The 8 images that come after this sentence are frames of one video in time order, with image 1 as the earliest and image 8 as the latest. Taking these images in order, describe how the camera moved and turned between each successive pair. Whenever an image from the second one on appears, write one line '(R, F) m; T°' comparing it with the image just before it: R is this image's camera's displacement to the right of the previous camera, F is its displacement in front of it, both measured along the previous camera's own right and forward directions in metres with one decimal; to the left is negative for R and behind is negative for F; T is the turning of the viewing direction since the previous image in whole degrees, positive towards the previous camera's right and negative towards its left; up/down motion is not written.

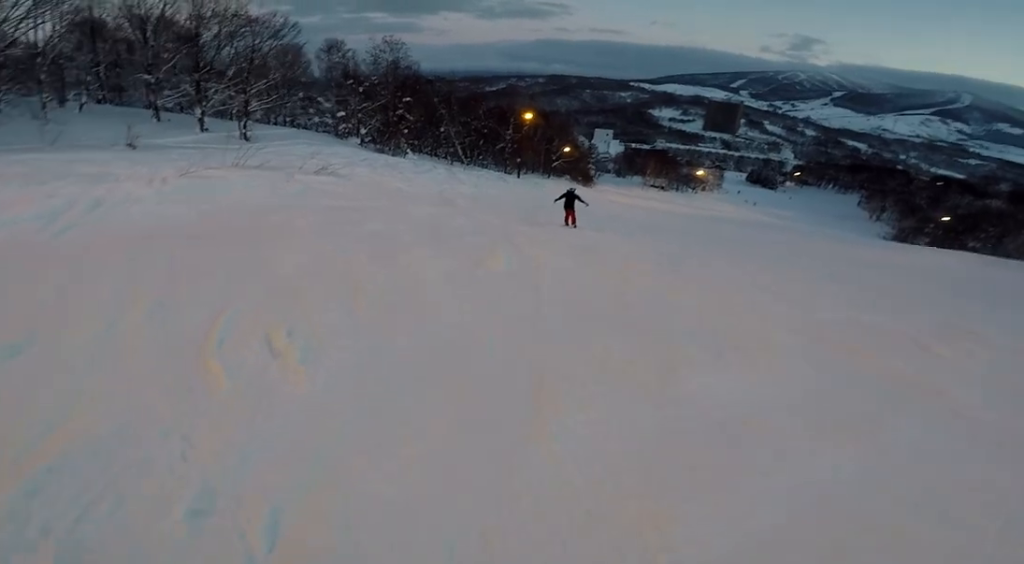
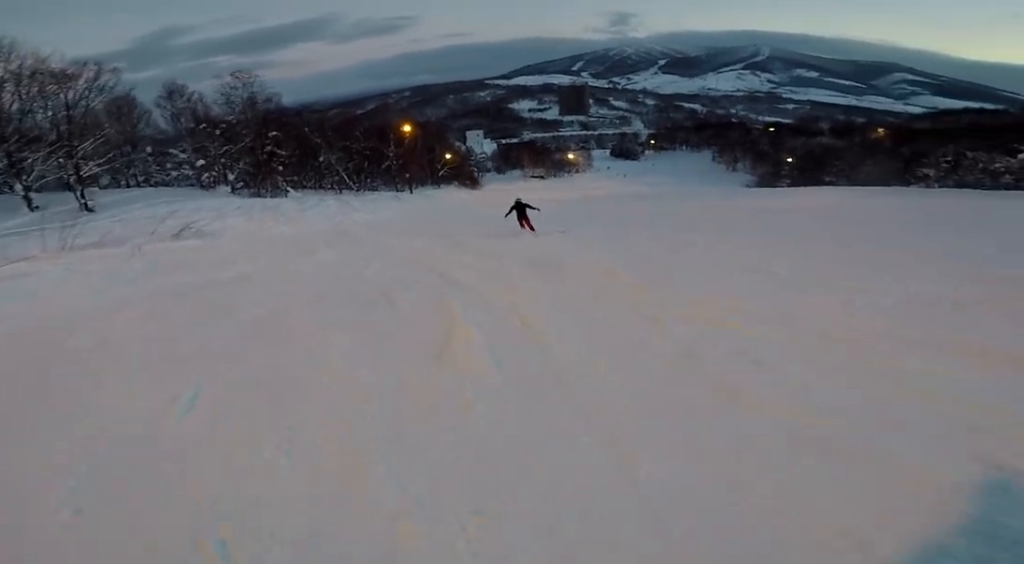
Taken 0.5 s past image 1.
(-0.1, +3.3) m; +5°
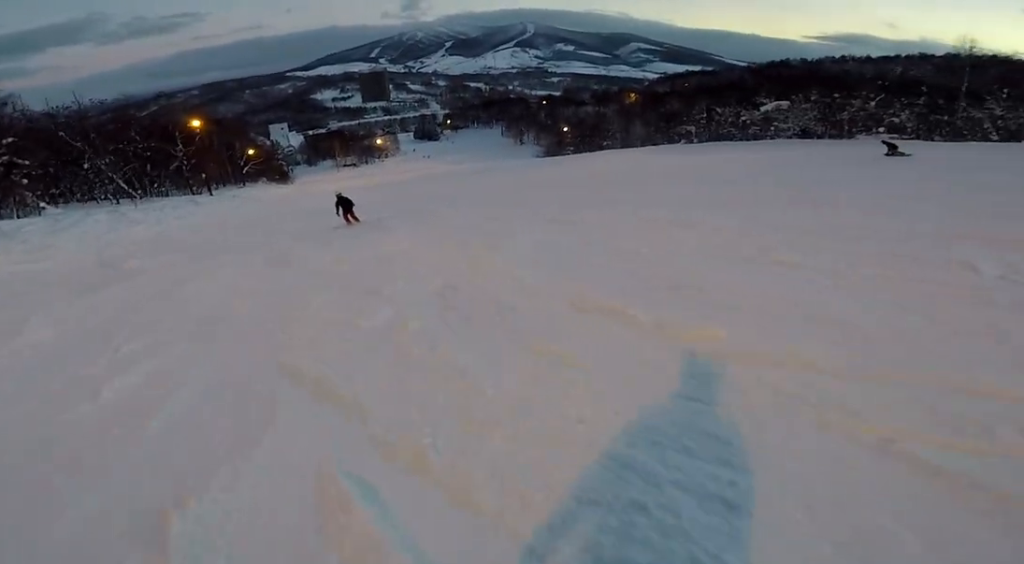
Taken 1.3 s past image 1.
(+0.4, +4.6) m; +14°
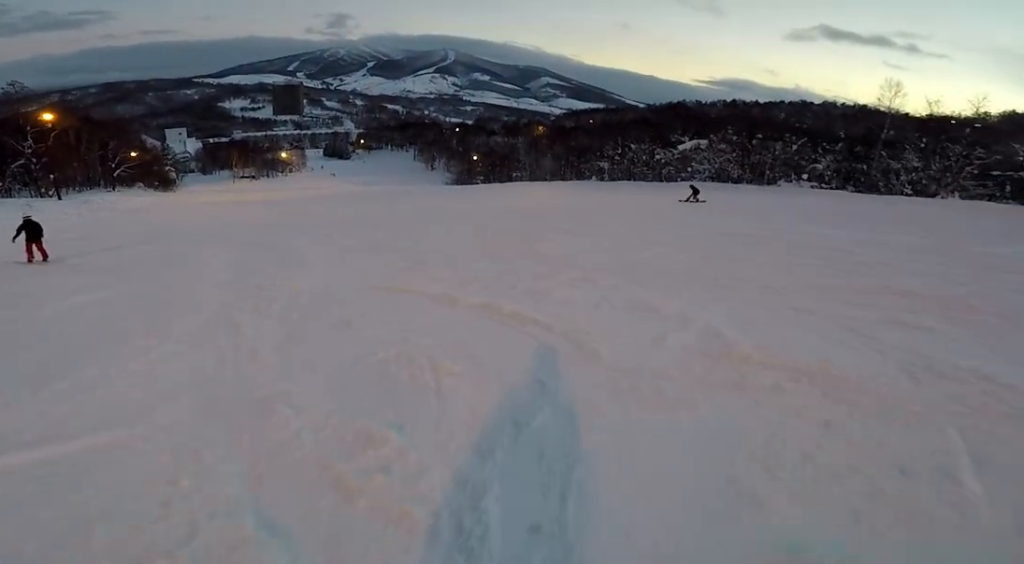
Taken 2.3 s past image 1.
(+1.5, +6.6) m; +17°
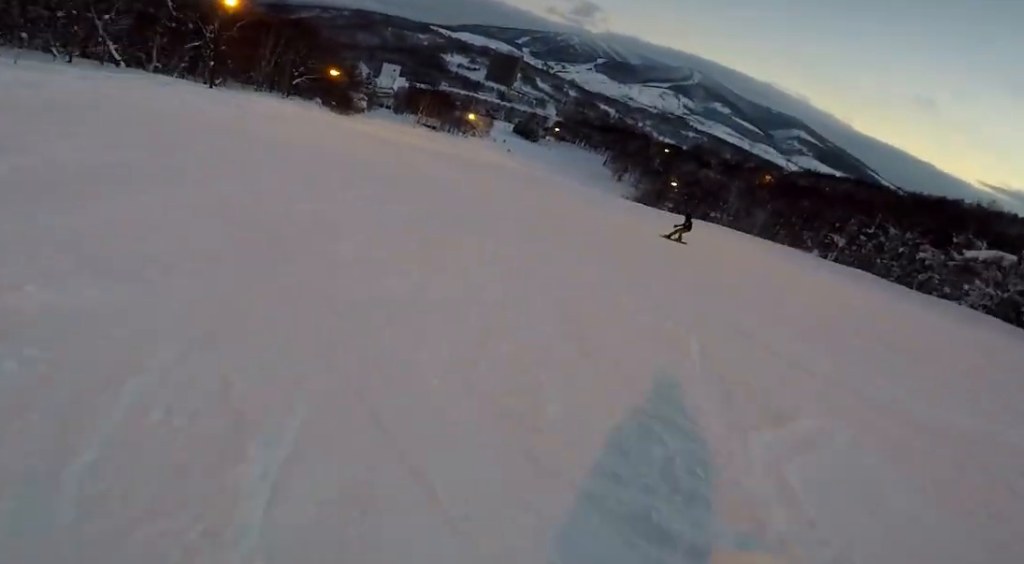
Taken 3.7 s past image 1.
(+0.1, +9.7) m; -14°
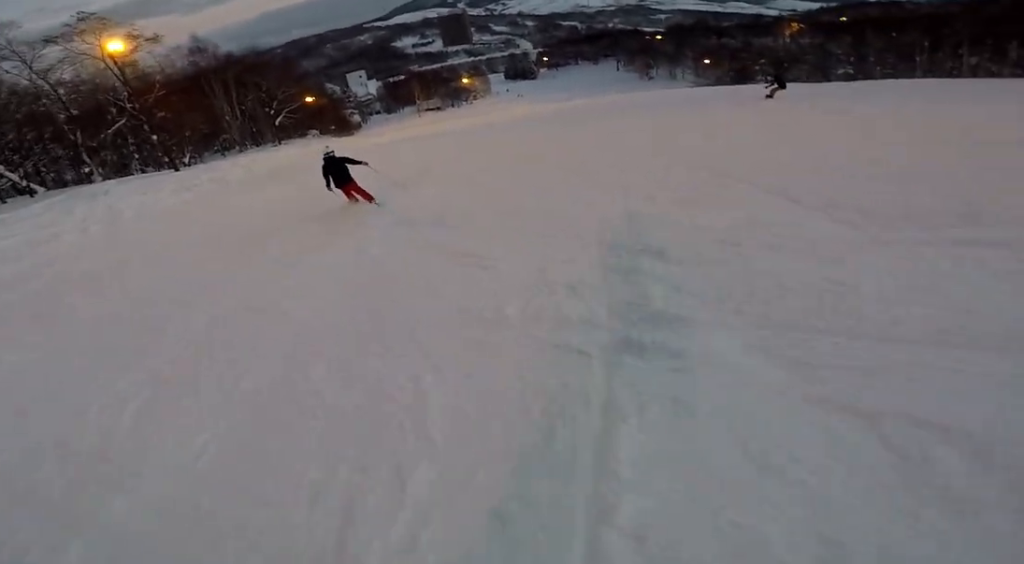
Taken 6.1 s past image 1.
(-6.9, +16.2) m; -18°
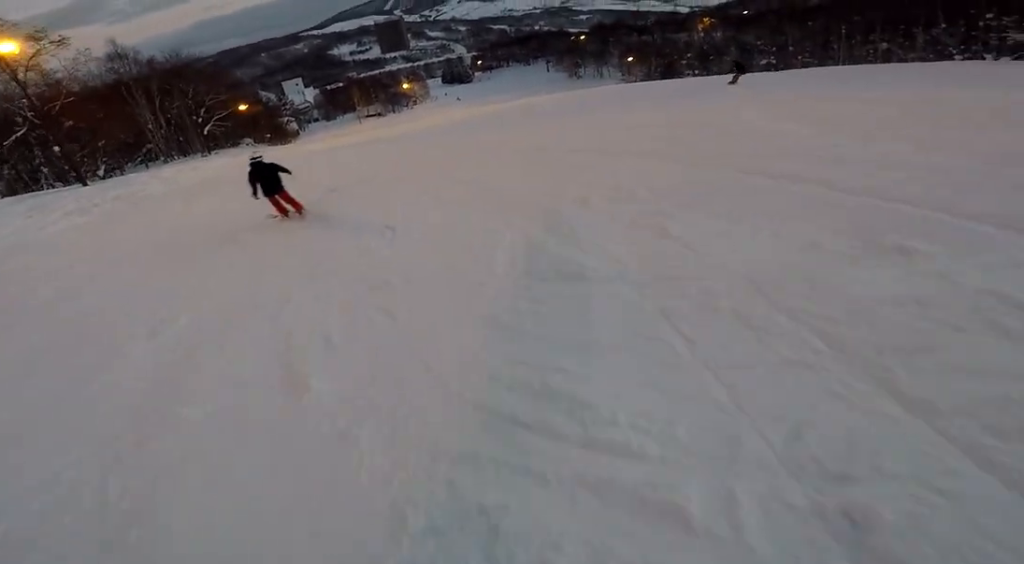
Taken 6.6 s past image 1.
(+0.5, +3.6) m; +12°
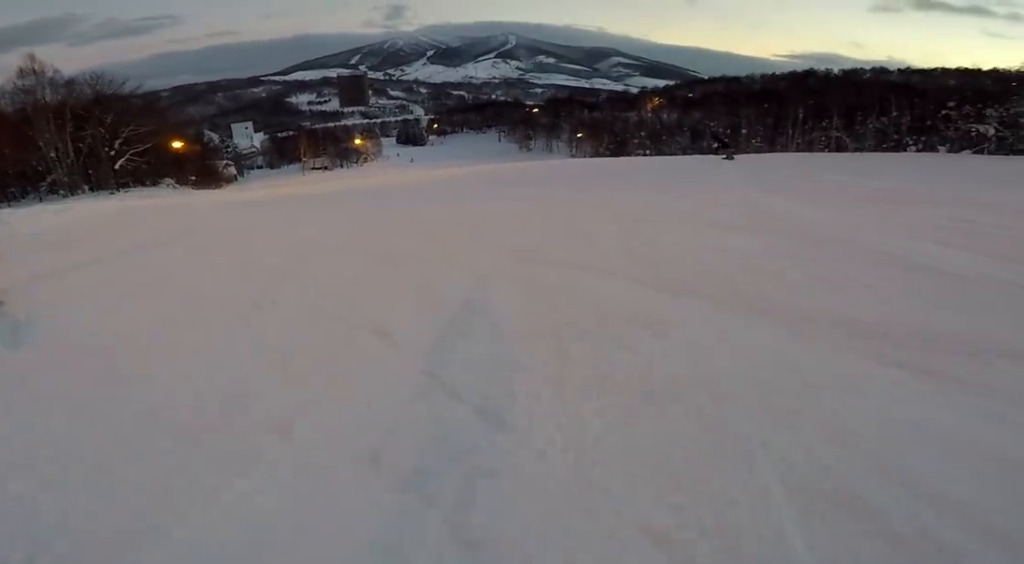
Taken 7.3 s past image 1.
(+0.9, +5.5) m; +16°
